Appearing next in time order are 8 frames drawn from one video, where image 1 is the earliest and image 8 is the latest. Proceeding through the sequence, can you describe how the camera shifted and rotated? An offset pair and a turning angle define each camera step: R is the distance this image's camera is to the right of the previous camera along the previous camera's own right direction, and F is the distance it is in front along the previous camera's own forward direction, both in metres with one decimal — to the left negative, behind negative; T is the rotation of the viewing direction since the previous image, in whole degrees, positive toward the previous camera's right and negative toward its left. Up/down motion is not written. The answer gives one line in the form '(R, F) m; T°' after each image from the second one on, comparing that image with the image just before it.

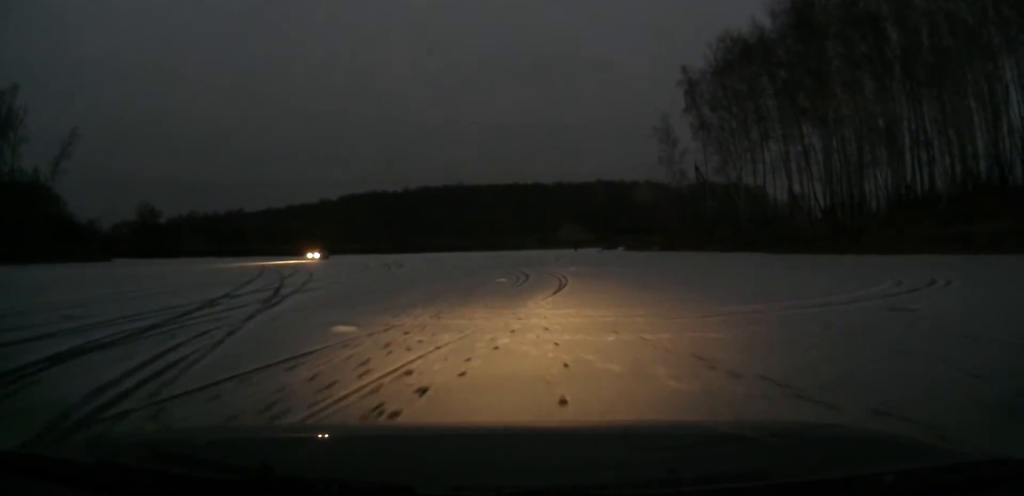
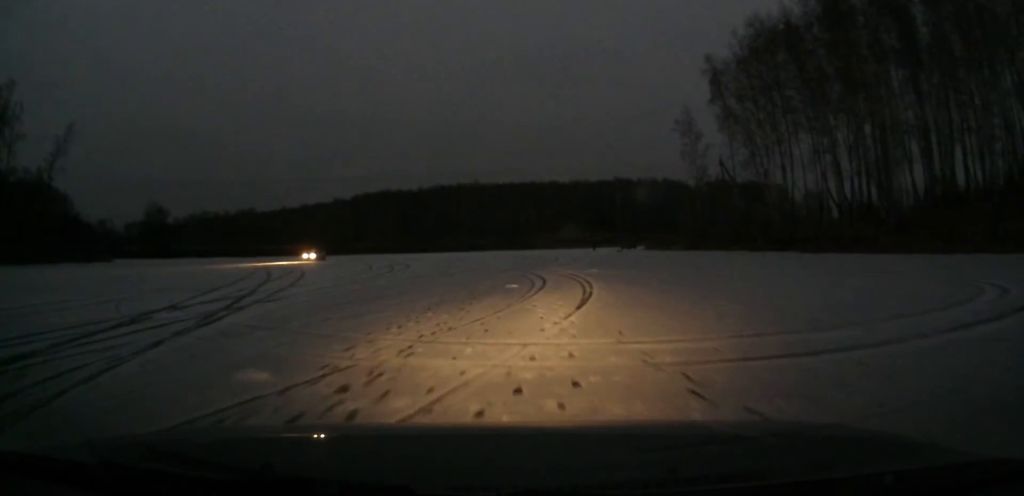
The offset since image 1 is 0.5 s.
(0.0, +3.9) m; 0°
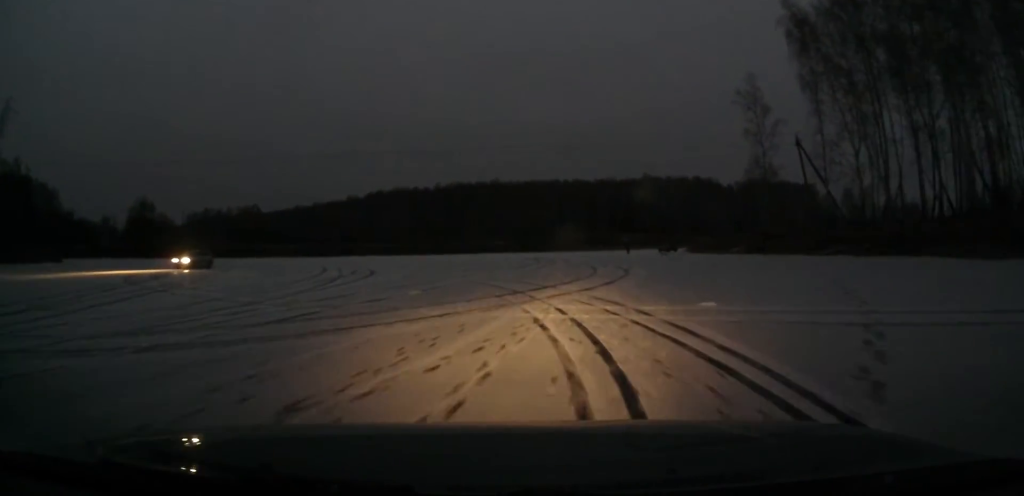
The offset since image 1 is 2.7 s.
(-0.5, +17.4) m; -1°
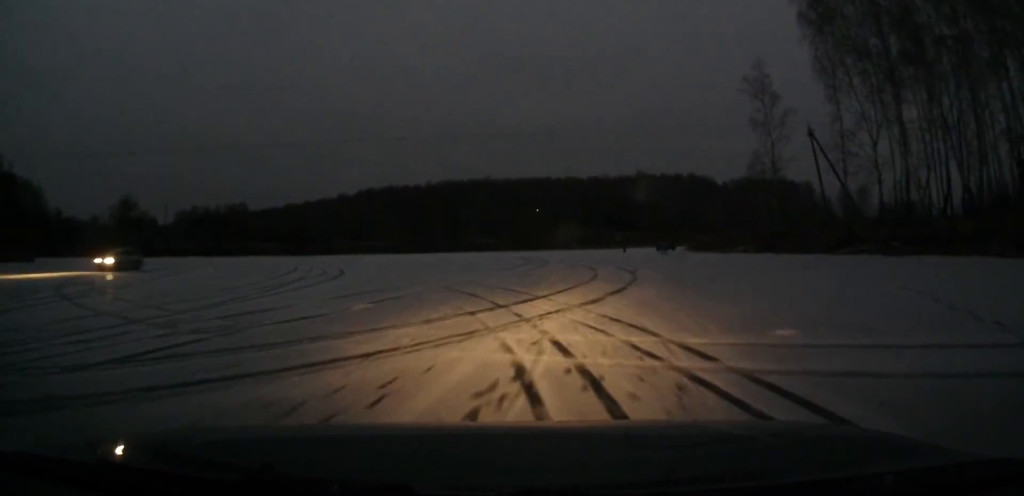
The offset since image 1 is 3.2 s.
(0.0, +4.4) m; +1°
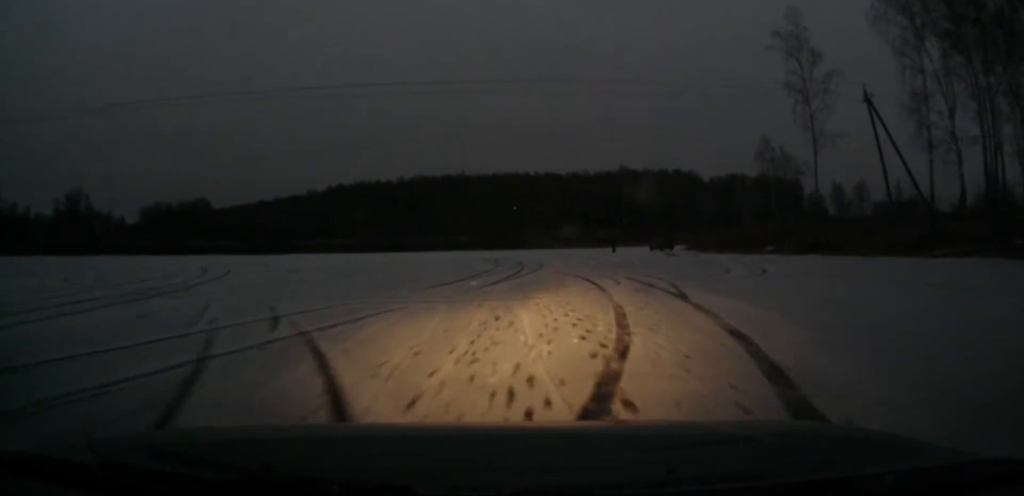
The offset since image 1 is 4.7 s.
(+0.3, +13.2) m; +2°
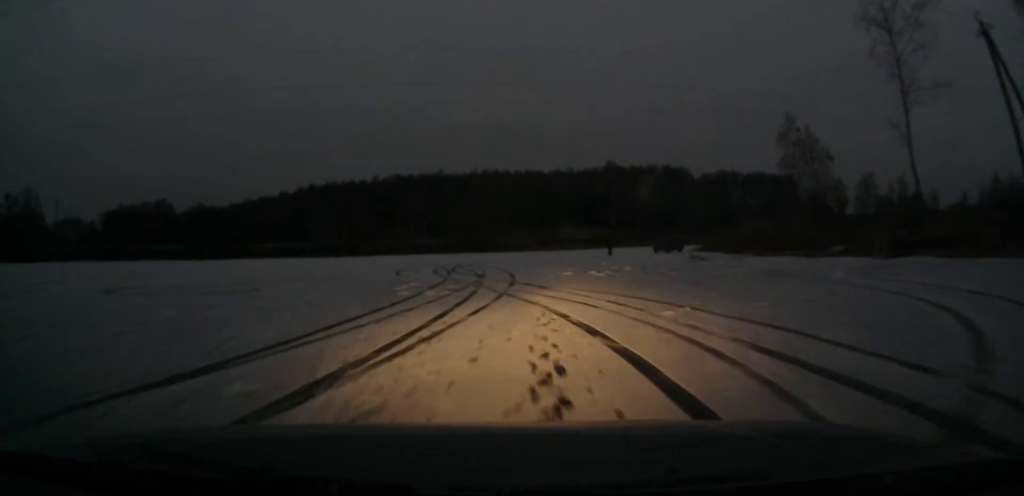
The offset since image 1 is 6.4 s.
(-0.1, +13.3) m; -3°
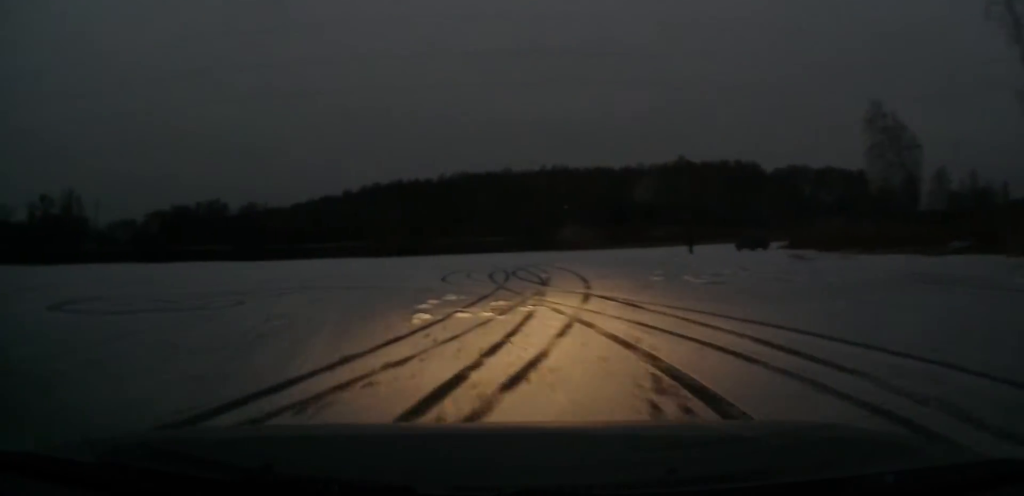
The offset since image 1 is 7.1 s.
(-0.2, +5.5) m; -3°
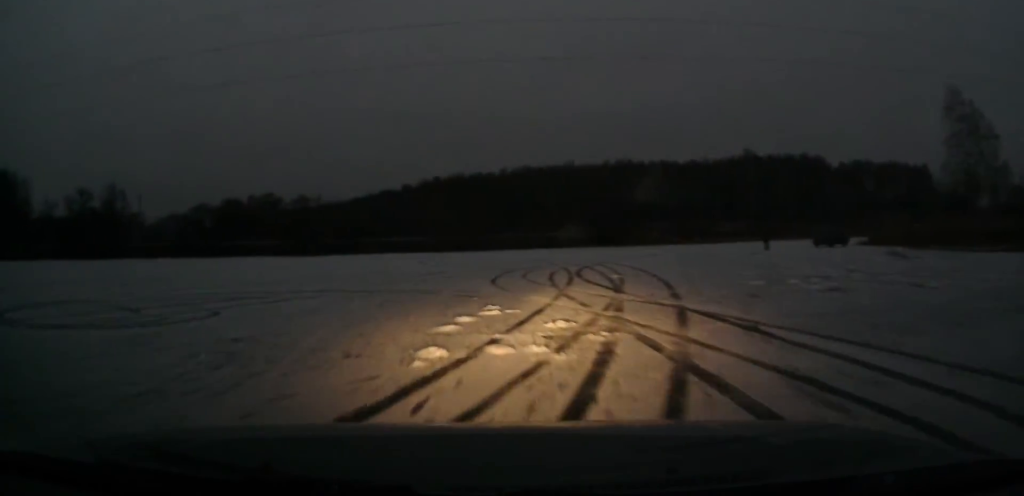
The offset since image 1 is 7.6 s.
(-0.1, +4.1) m; -2°
